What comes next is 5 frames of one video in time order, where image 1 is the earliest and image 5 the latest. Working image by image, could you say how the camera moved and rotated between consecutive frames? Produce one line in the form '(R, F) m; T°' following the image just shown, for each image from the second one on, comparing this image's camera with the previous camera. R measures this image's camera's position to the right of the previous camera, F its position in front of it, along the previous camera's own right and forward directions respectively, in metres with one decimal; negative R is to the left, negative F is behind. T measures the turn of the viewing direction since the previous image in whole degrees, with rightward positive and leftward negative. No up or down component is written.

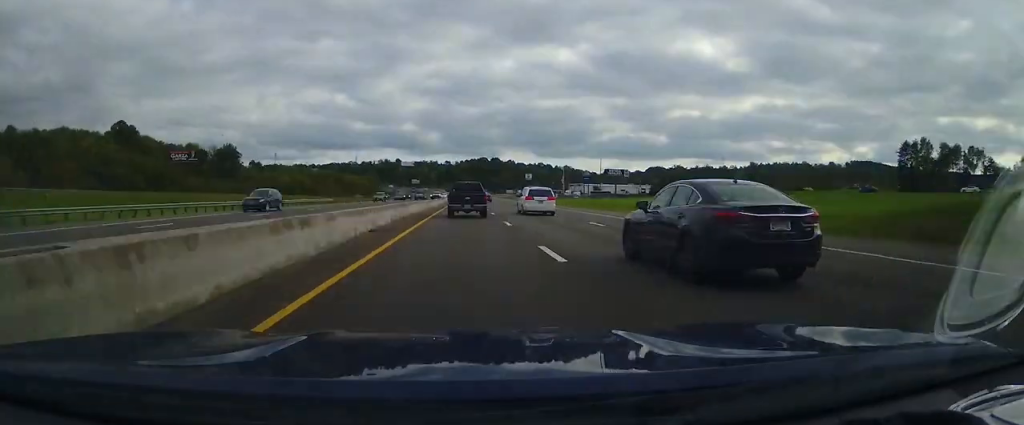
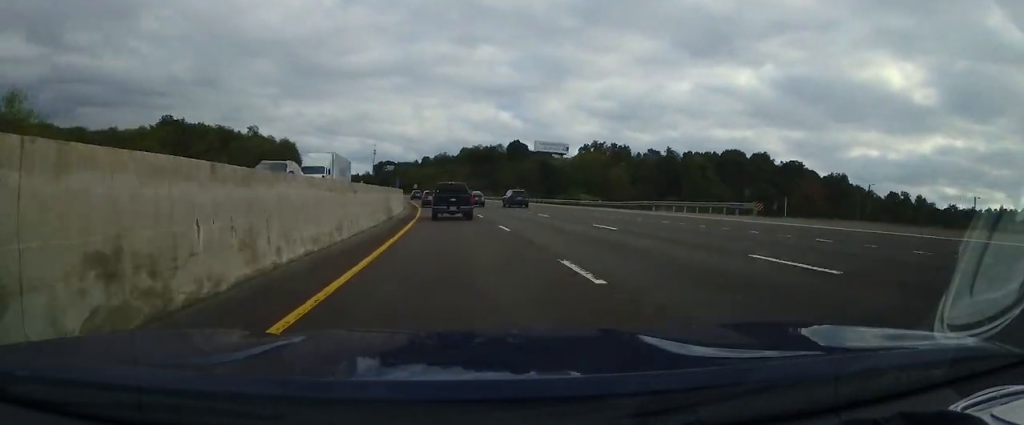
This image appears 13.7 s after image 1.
(-58.3, +351.9) m; -25°
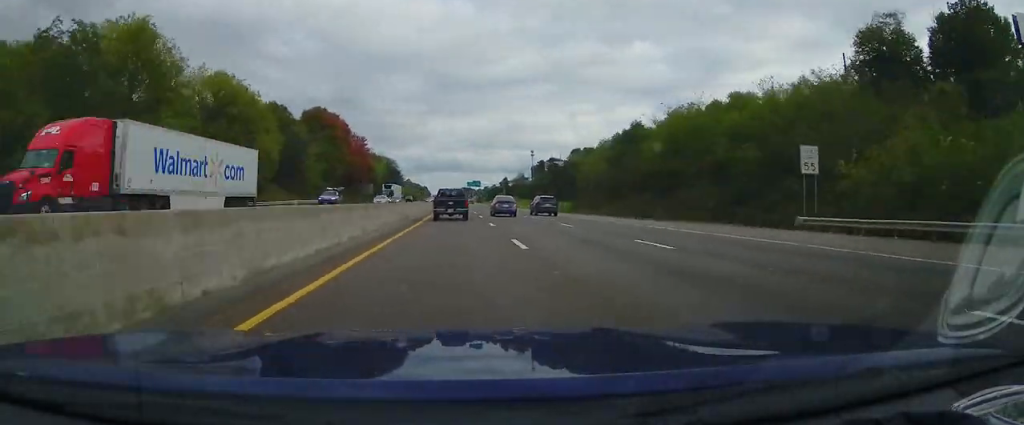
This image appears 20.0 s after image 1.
(-18.8, +182.5) m; -8°
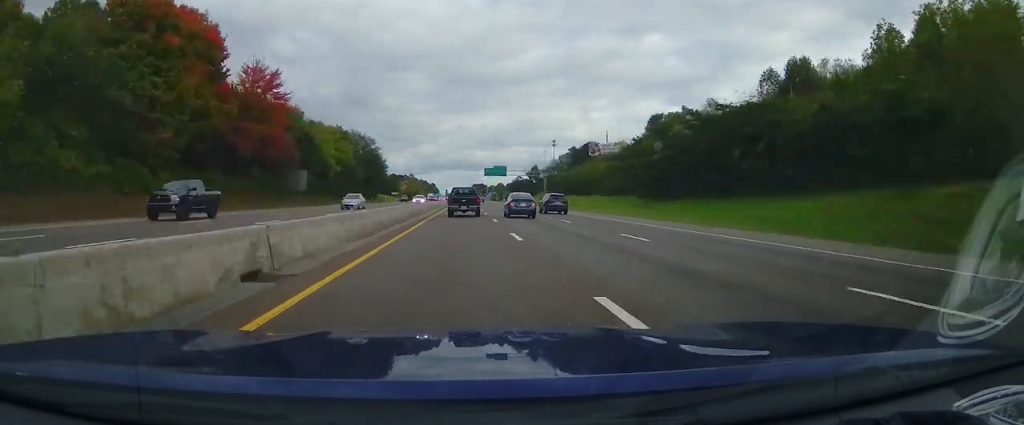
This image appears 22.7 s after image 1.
(-0.6, +80.7) m; -1°
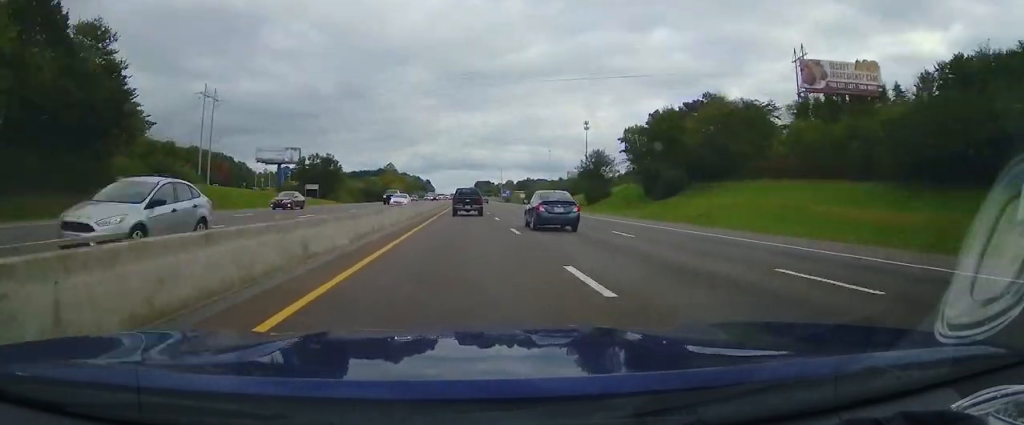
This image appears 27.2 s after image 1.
(-1.3, +139.1) m; 0°
